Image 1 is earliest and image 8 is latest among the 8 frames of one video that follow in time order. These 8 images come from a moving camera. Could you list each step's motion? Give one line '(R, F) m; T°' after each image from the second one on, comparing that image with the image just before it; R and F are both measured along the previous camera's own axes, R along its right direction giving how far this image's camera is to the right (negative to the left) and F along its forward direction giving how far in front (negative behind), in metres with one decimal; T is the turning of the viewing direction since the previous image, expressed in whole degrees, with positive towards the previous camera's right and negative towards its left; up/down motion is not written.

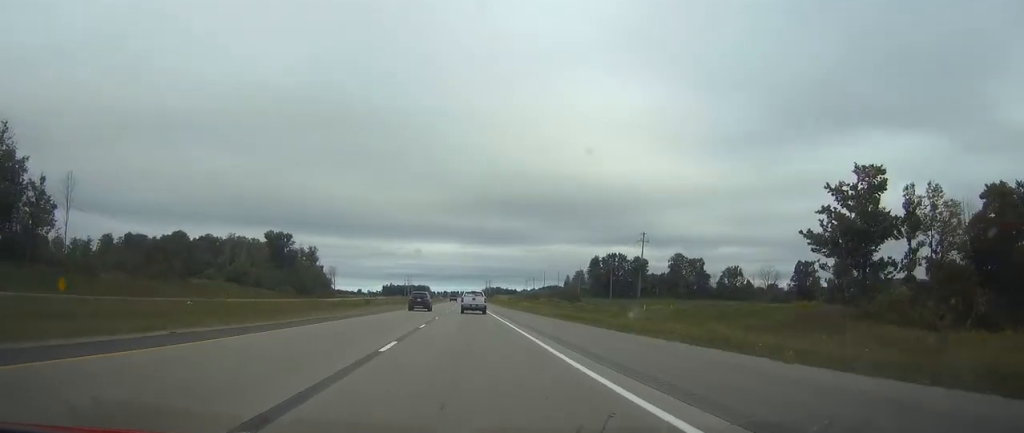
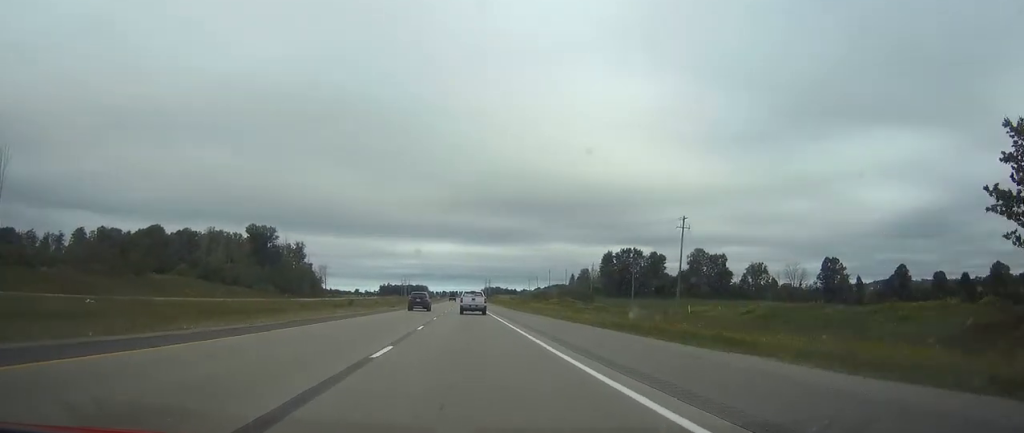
(0.0, +25.7) m; 0°
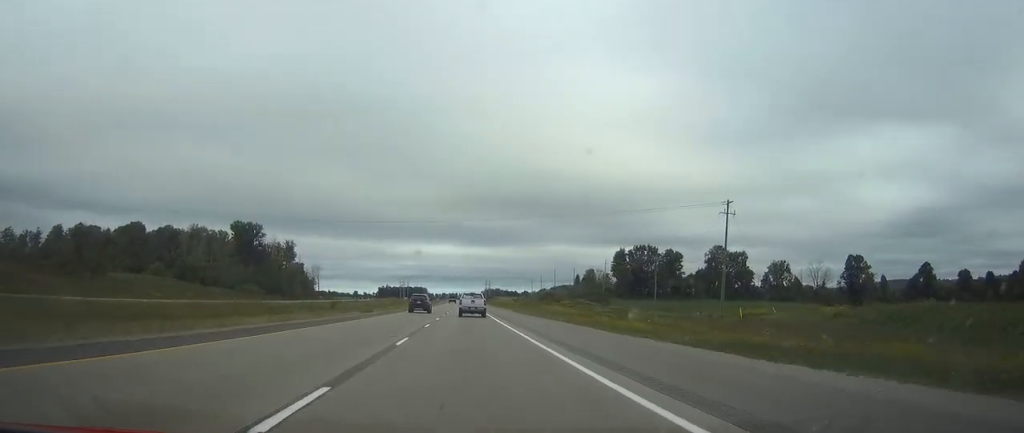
(0.0, +19.3) m; 0°
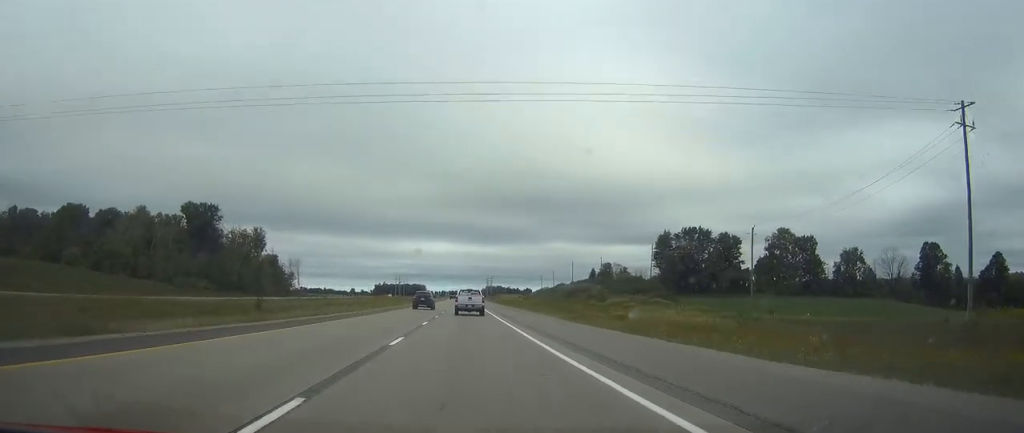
(0.0, +49.4) m; 0°
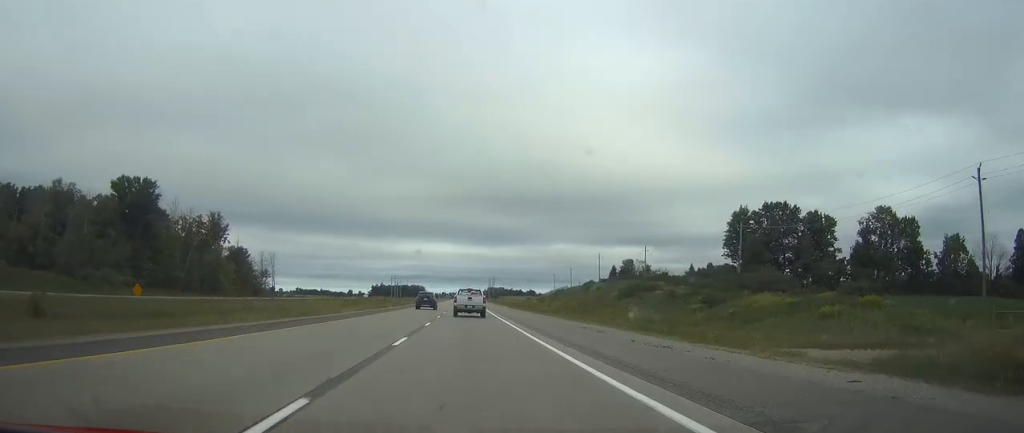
(-0.1, +48.4) m; 0°
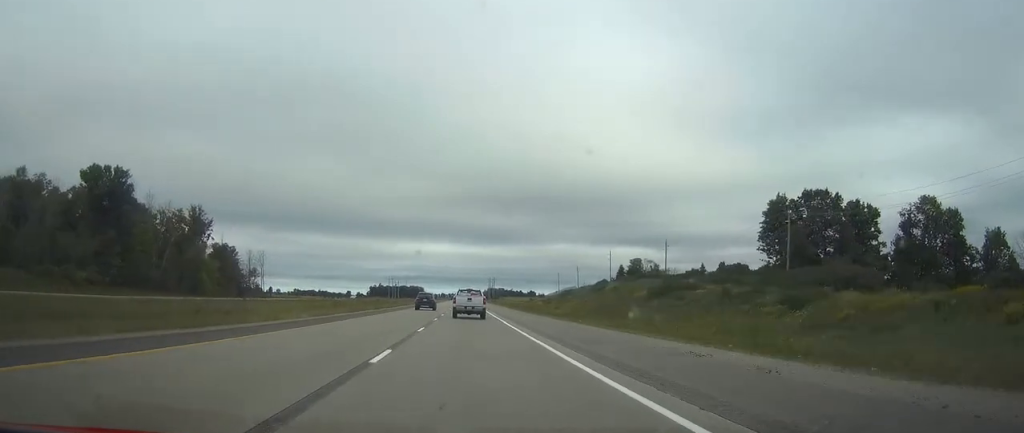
(-0.1, +16.1) m; 0°
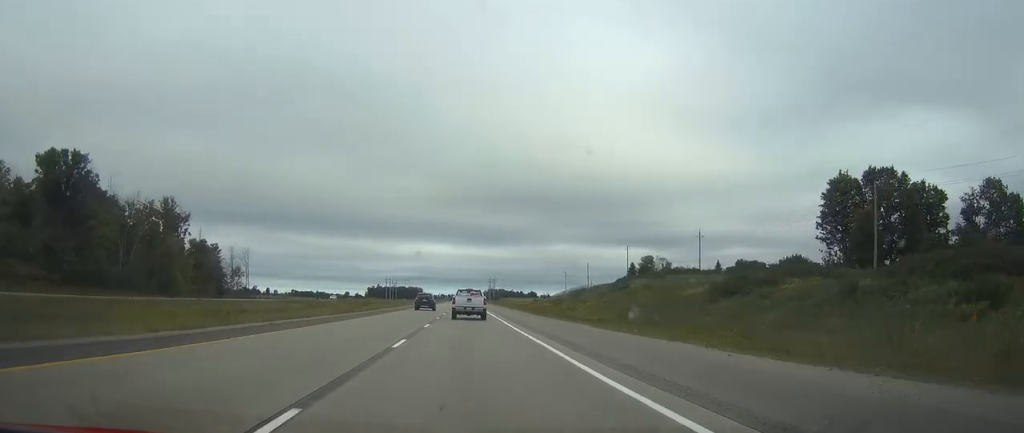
(+0.1, +20.3) m; 0°
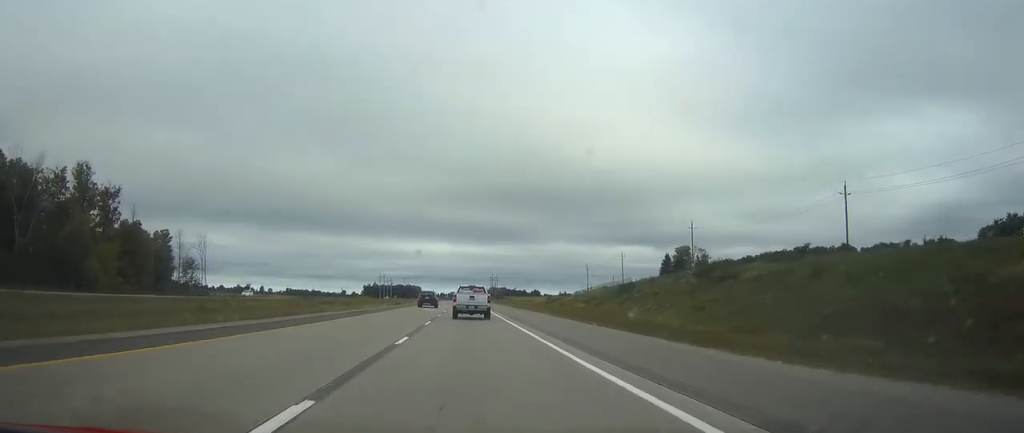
(-0.1, +48.0) m; 0°
